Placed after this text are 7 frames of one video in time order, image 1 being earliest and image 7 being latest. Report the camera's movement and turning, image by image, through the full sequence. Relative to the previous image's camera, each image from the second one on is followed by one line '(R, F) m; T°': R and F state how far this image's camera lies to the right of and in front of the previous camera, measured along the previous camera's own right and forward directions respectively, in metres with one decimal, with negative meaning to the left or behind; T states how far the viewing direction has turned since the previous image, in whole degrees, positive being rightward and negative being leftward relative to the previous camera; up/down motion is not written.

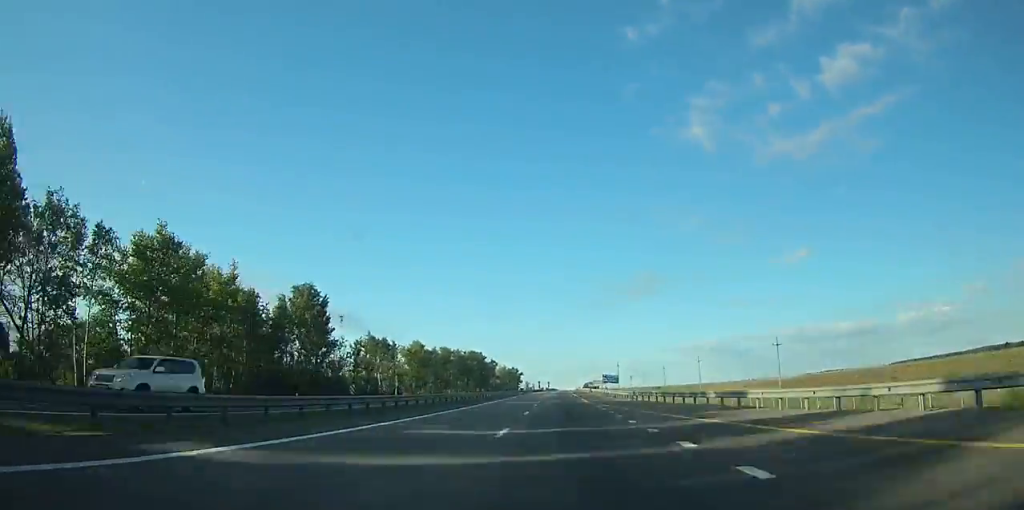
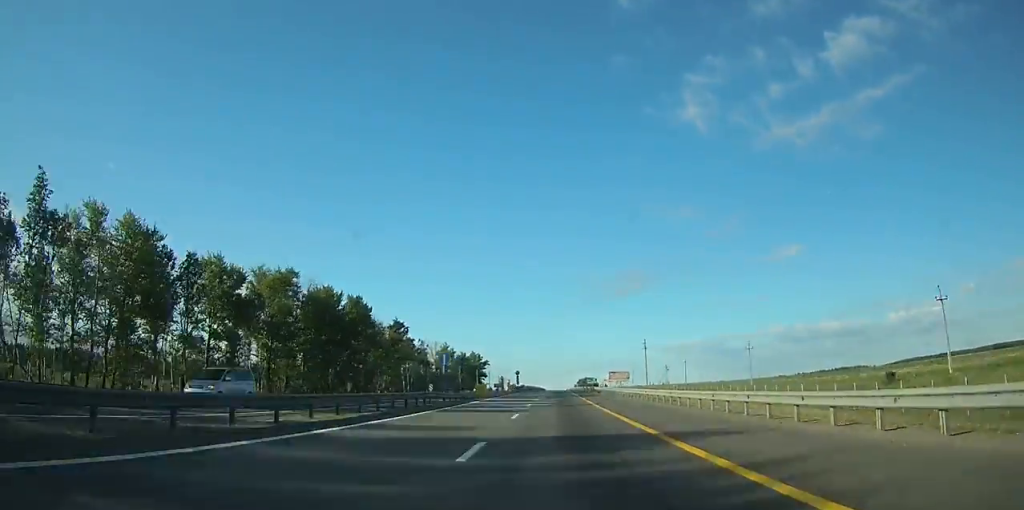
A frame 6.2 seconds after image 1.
(+1.8, +170.3) m; +1°
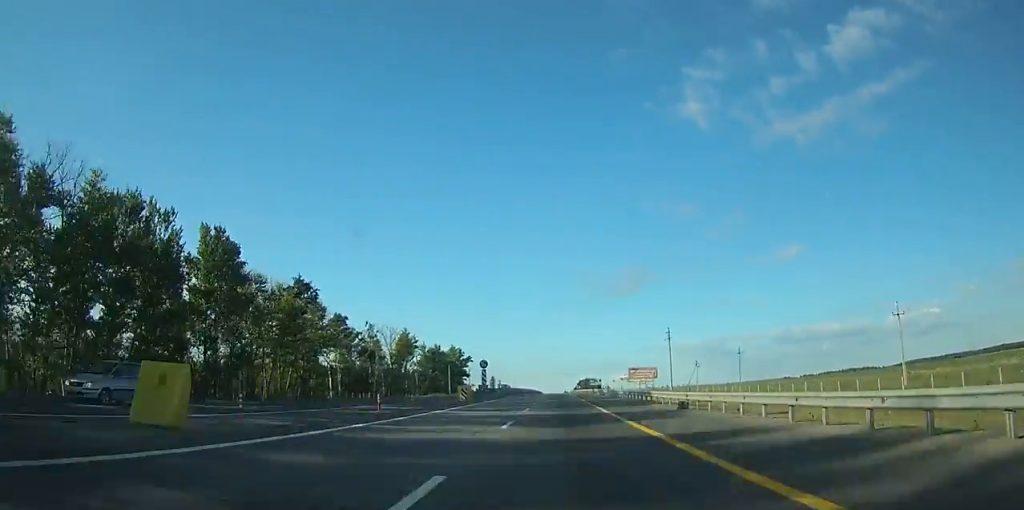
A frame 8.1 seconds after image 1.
(+0.2, +53.5) m; 0°
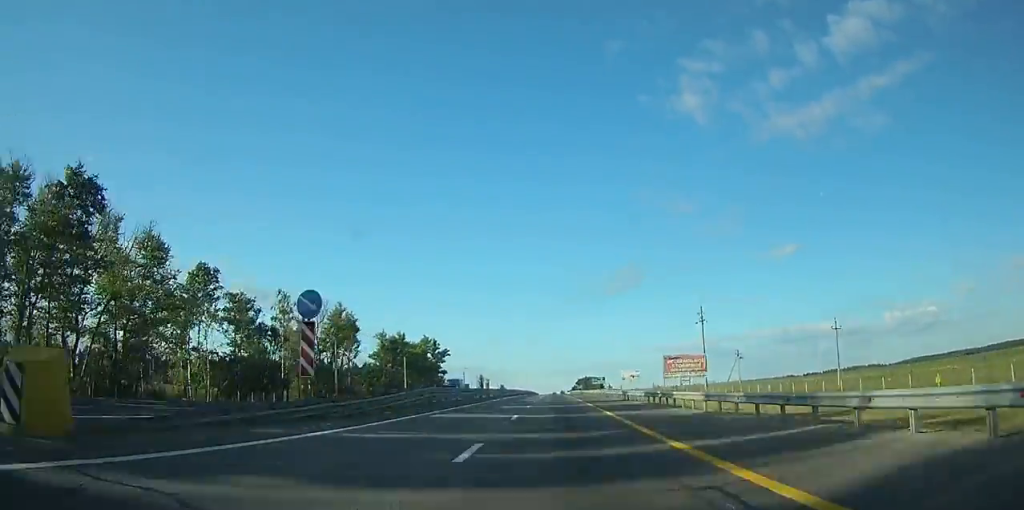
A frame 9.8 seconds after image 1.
(+0.1, +44.6) m; 0°
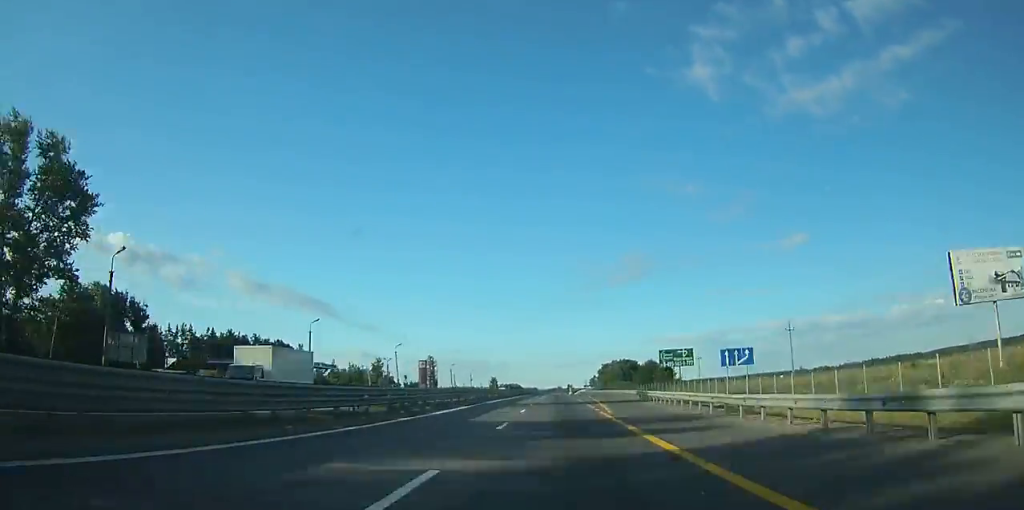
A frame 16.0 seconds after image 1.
(-0.2, +154.4) m; 0°
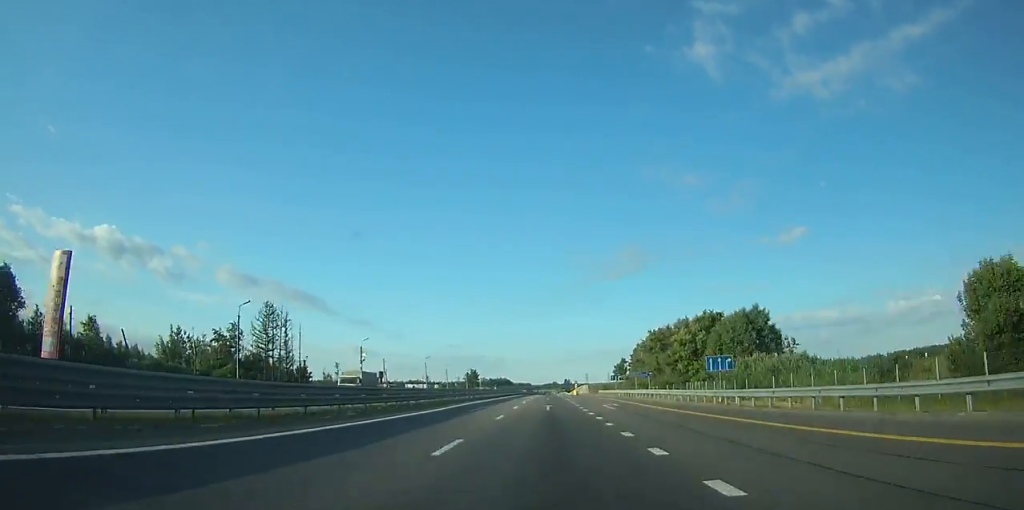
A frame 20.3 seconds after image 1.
(-0.2, +111.9) m; 0°
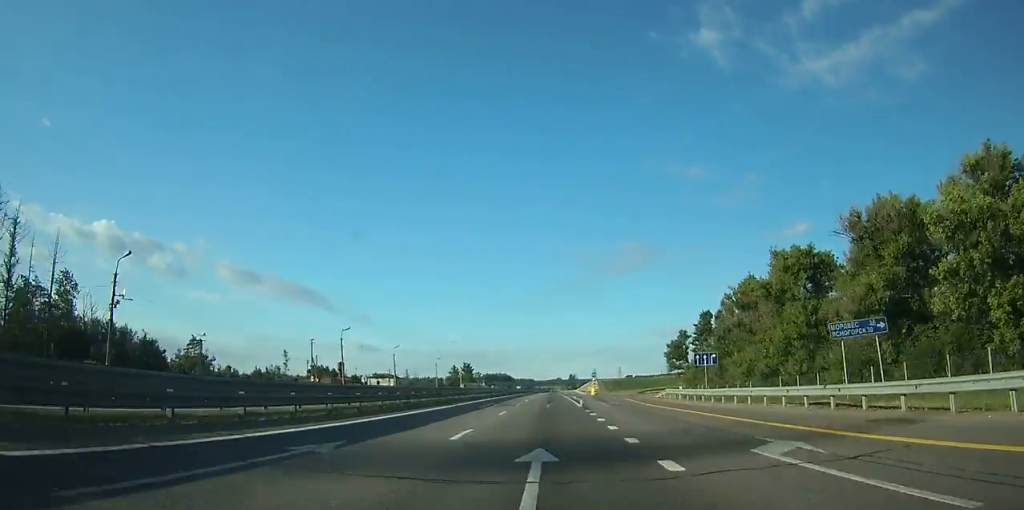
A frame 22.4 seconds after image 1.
(0.0, +56.6) m; 0°
